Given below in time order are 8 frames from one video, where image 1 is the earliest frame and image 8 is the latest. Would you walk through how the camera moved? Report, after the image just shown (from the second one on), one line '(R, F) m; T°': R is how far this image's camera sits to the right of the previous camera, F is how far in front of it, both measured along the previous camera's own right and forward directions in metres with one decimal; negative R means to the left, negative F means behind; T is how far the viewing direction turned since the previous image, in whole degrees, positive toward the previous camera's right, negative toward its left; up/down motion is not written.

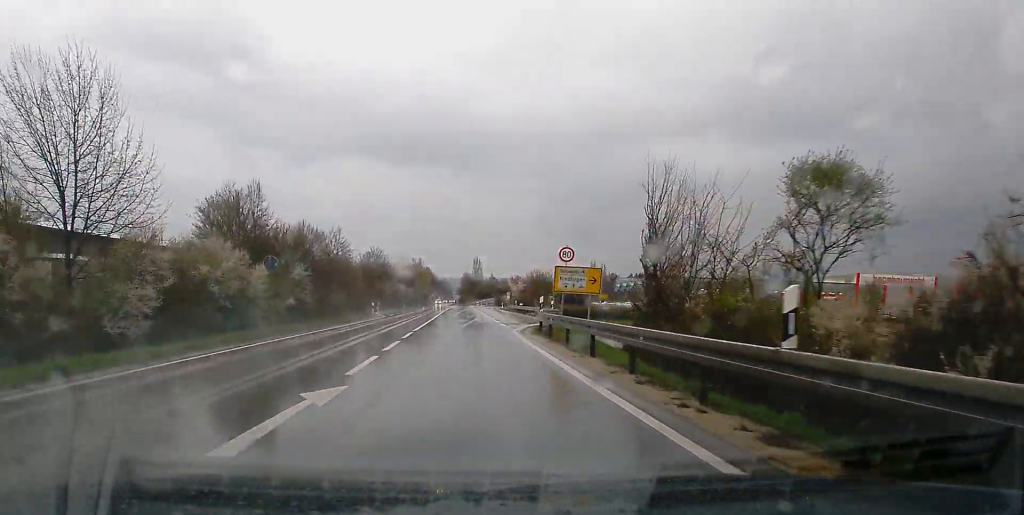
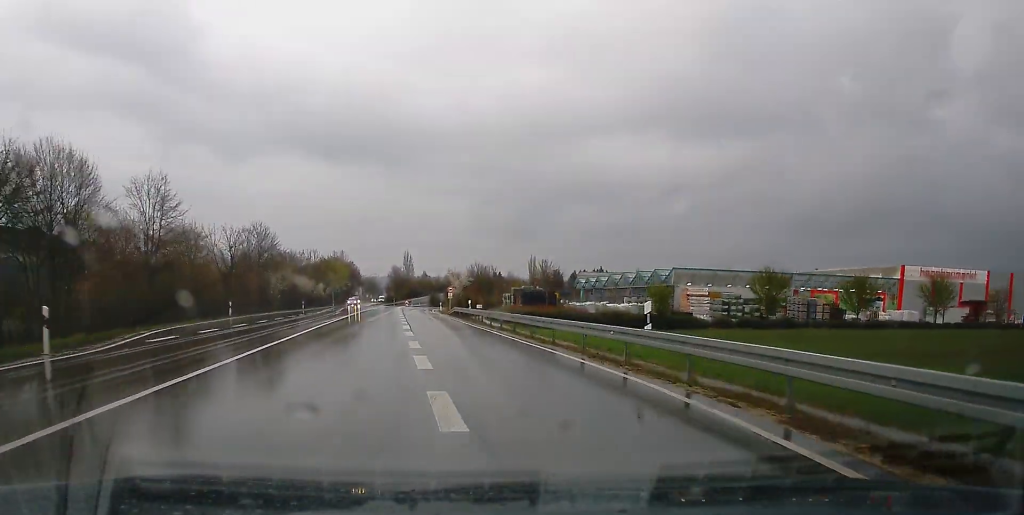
(+0.1, +41.4) m; 0°
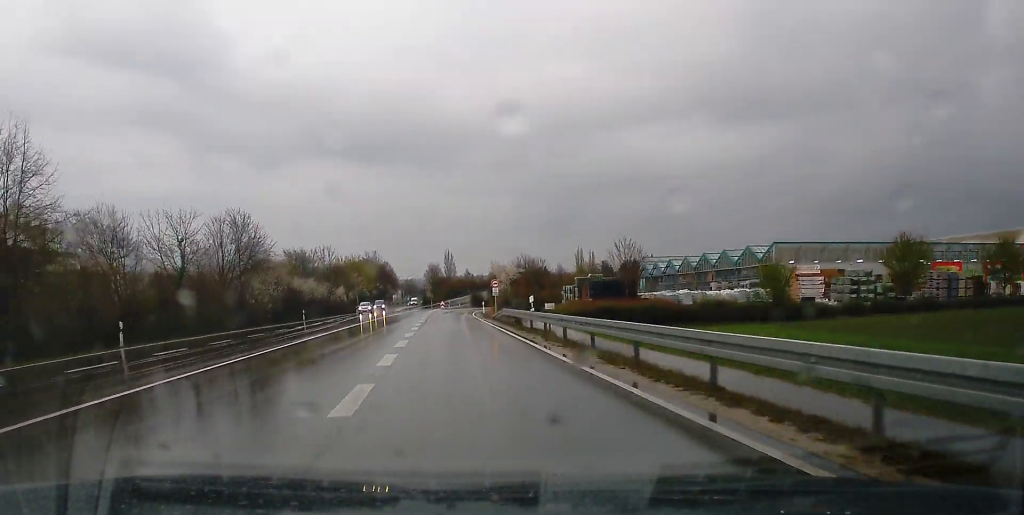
(-0.1, +23.2) m; -1°
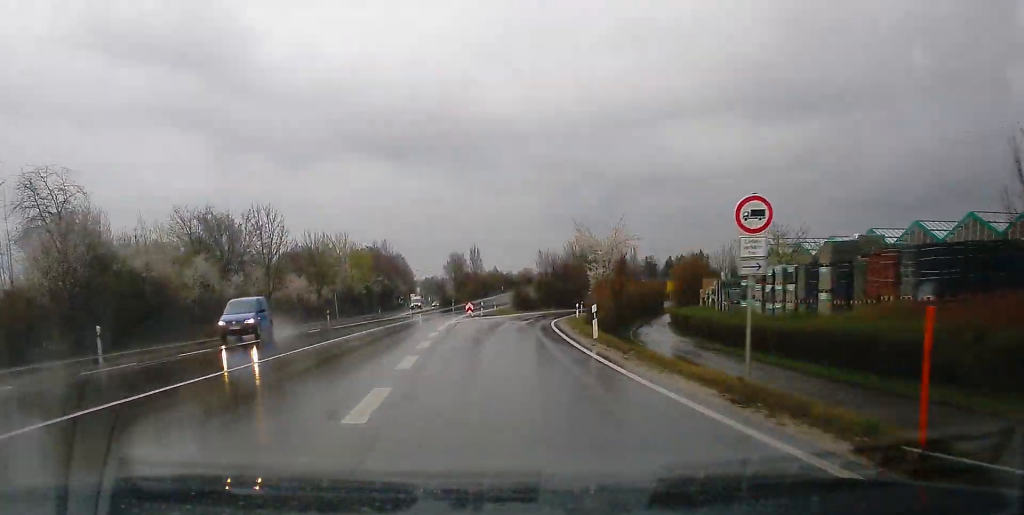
(+0.2, +49.4) m; +3°
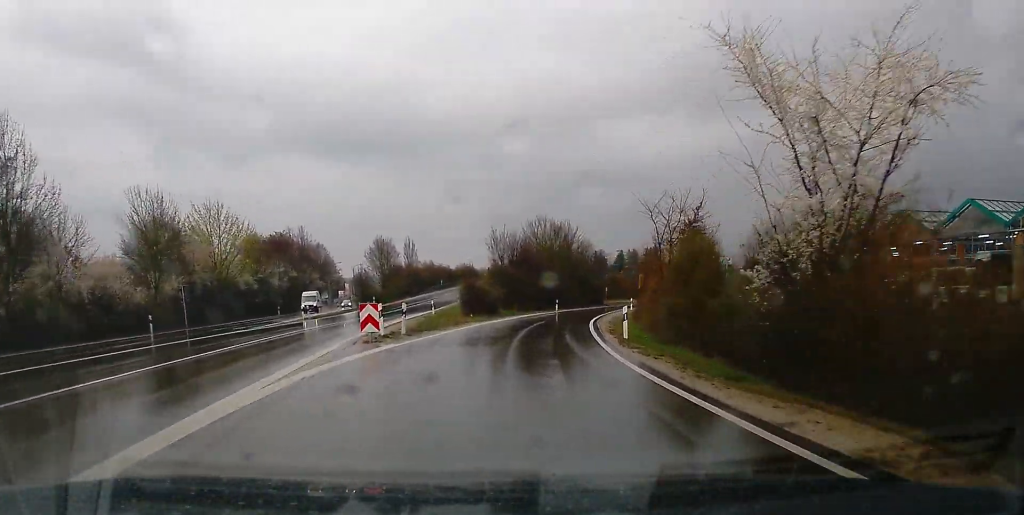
(+0.7, +33.0) m; +5°
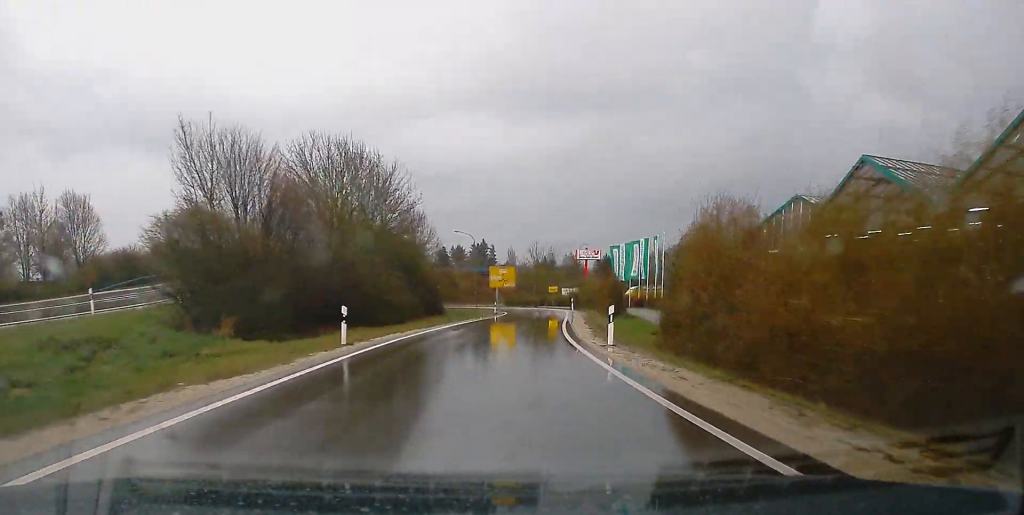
(+5.0, +49.8) m; +9°
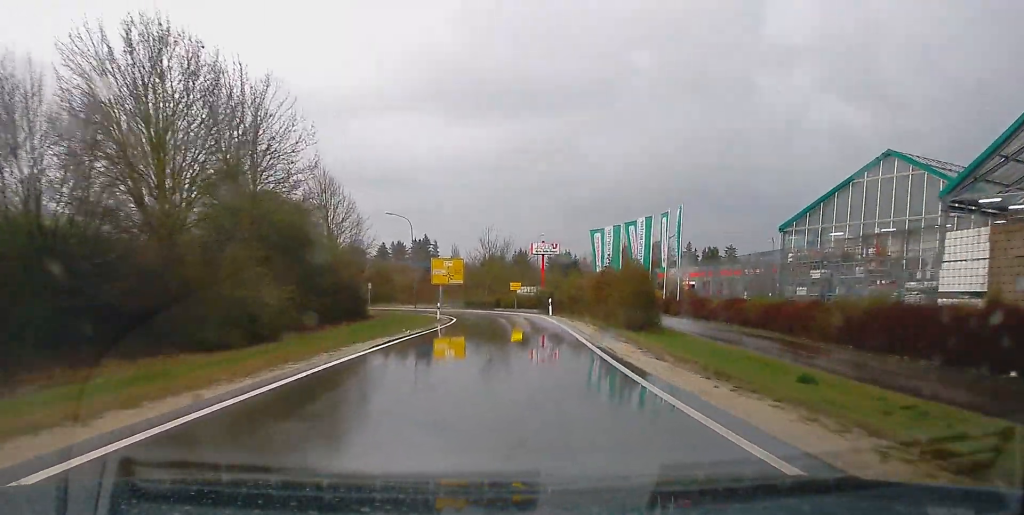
(+0.5, +20.6) m; +2°
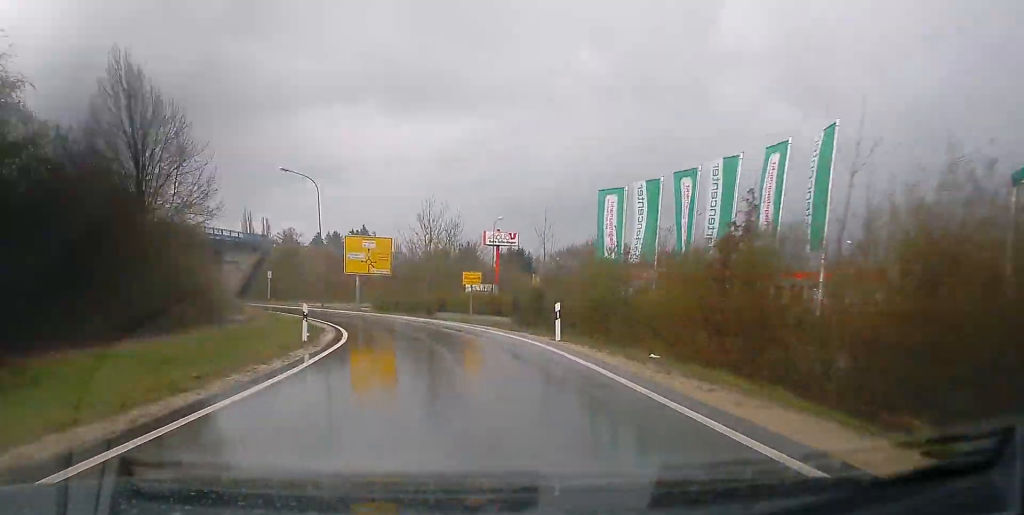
(+0.9, +24.9) m; -2°
